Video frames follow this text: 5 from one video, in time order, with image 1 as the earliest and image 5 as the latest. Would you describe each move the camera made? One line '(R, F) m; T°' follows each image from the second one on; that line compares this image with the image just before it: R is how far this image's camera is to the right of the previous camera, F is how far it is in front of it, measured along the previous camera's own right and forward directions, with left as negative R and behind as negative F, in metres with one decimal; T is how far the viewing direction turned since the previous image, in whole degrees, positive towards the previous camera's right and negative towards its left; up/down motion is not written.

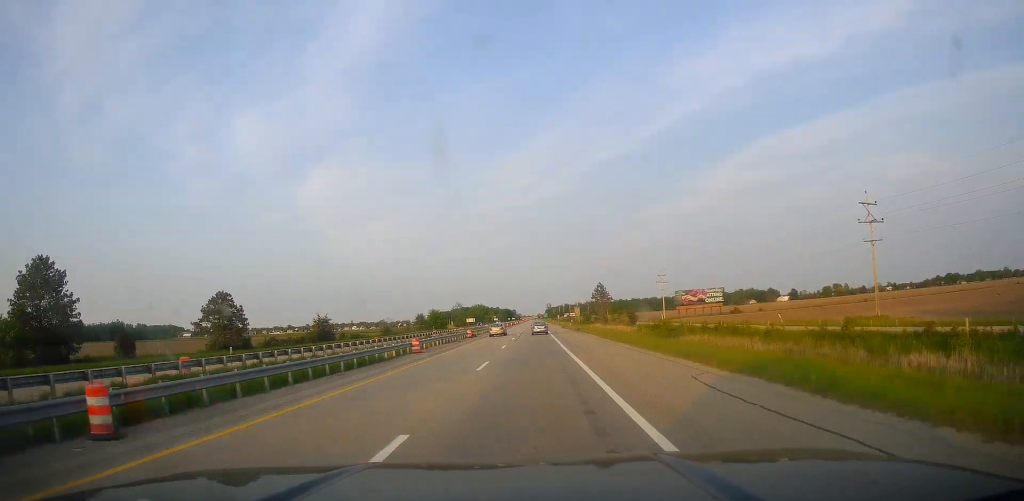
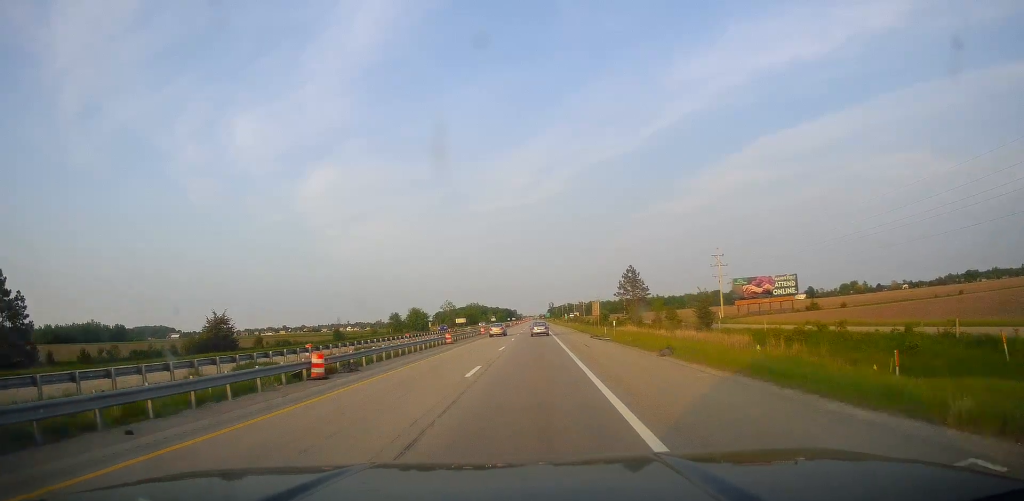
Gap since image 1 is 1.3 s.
(+0.5, +47.8) m; +1°
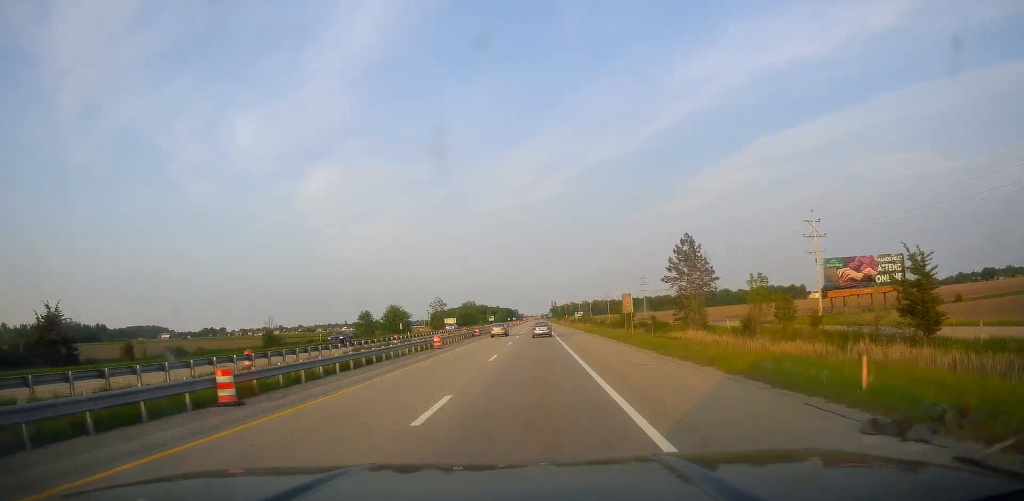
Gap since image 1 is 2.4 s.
(+0.2, +38.2) m; 0°
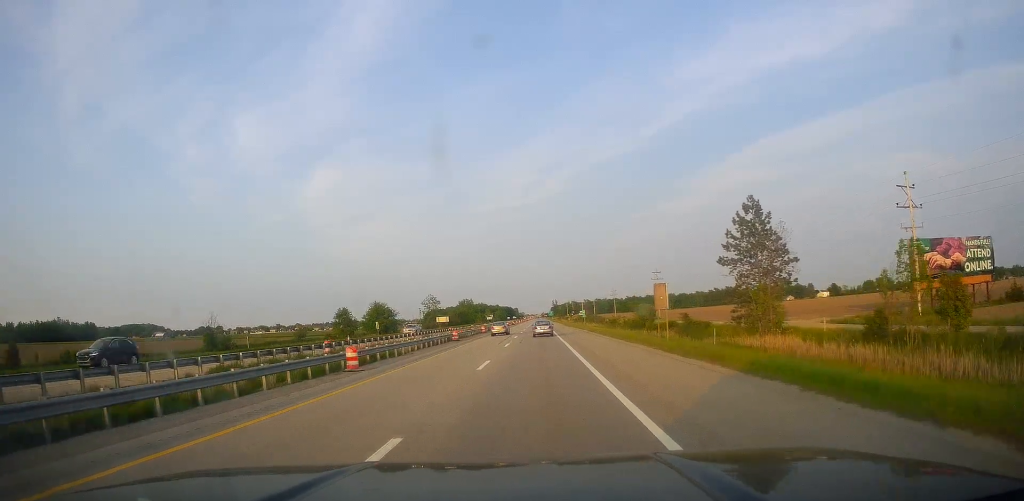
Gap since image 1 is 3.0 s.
(-0.1, +20.3) m; 0°
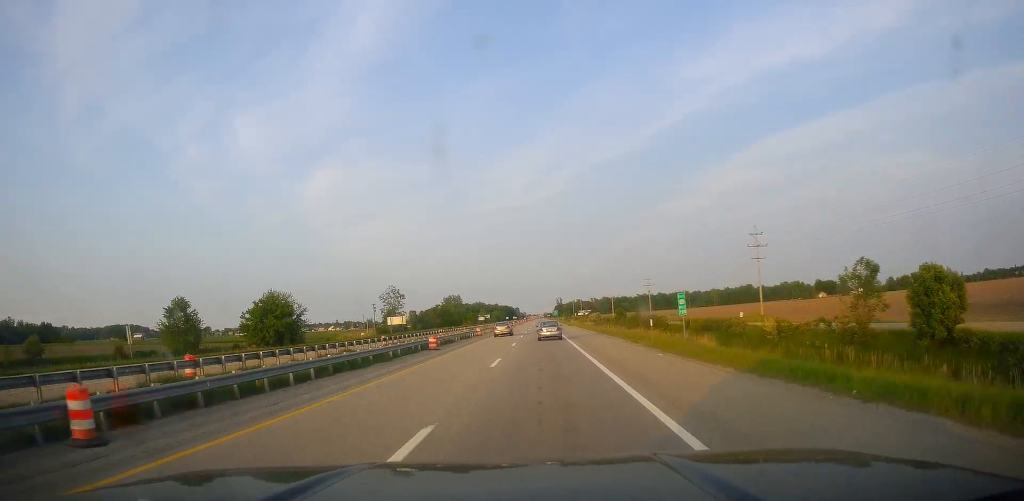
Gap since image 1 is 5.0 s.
(+0.3, +74.2) m; +1°
